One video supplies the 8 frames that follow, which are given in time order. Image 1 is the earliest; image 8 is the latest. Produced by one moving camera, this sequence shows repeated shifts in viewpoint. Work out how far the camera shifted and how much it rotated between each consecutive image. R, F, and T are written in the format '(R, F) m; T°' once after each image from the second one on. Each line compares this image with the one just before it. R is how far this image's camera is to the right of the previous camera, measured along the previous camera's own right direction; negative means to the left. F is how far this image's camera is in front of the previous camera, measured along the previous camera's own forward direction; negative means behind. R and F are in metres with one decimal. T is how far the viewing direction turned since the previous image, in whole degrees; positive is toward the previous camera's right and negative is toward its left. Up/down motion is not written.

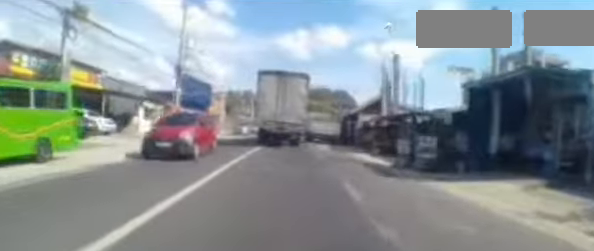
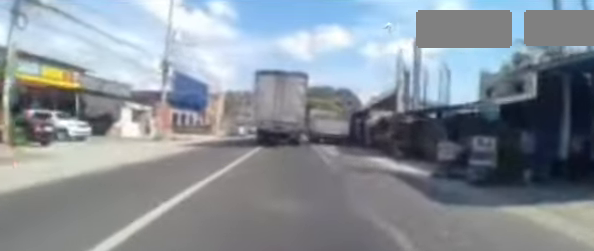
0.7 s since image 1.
(-0.1, +3.2) m; +1°
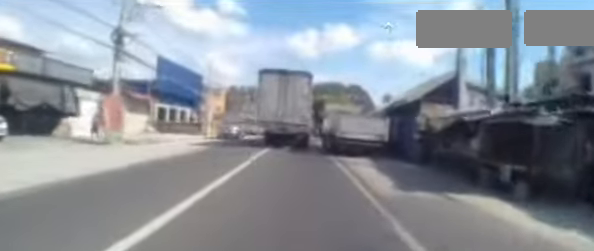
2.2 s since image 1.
(+0.5, +6.9) m; -2°
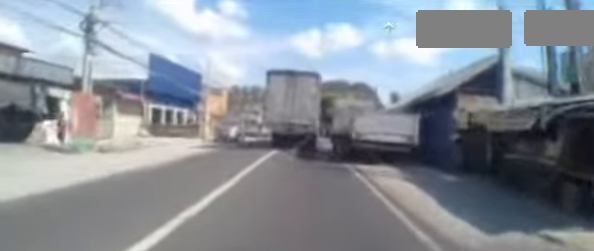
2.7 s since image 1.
(-0.4, +2.8) m; +1°
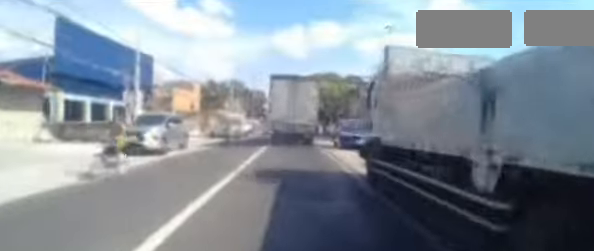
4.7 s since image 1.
(+0.7, +11.5) m; +4°
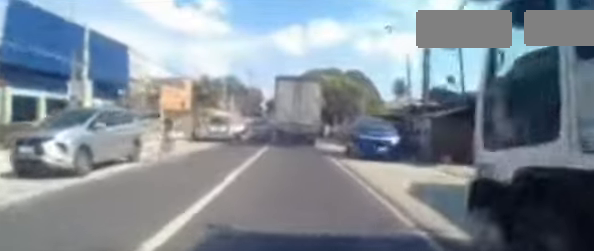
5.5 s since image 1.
(-0.2, +4.9) m; 0°
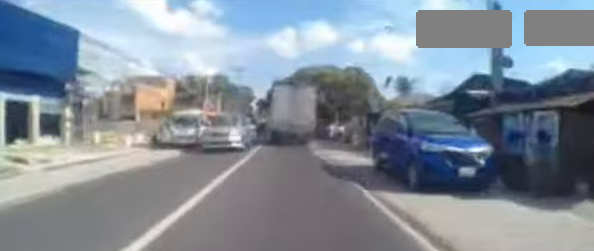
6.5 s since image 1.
(+0.2, +6.2) m; +2°
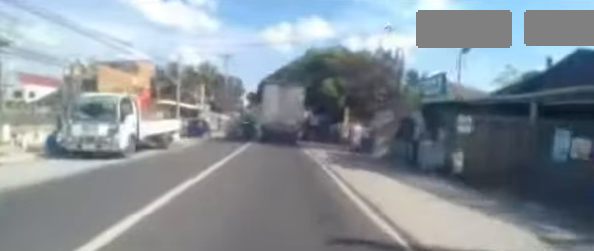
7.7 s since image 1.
(-0.2, +8.1) m; -5°
